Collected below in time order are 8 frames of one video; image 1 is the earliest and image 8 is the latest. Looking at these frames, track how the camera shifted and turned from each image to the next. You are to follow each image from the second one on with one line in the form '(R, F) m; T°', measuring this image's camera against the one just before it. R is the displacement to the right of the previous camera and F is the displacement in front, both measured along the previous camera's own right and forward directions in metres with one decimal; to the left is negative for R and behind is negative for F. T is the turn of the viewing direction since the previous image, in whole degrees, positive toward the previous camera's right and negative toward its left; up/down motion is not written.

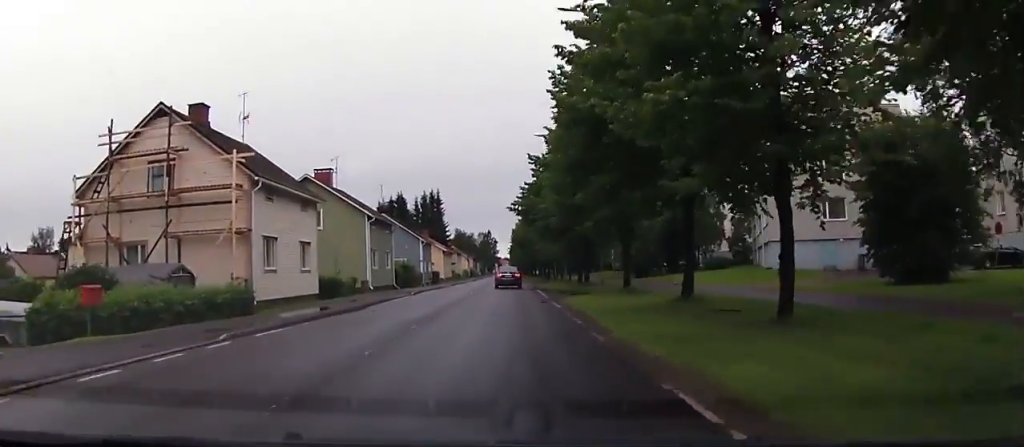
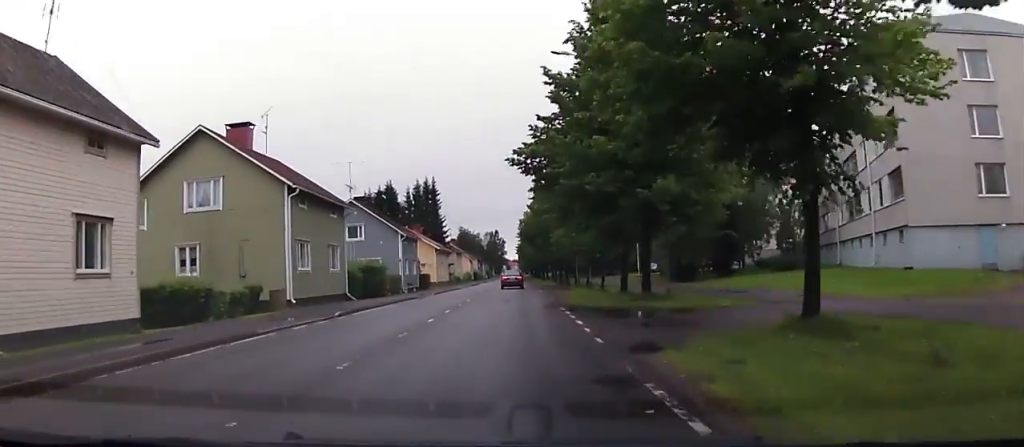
(+0.3, +16.3) m; -1°
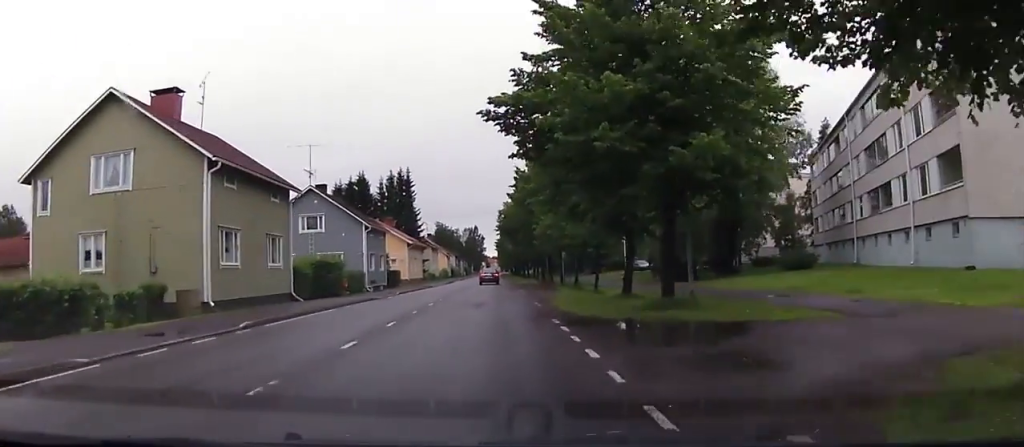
(-0.4, +7.0) m; 0°
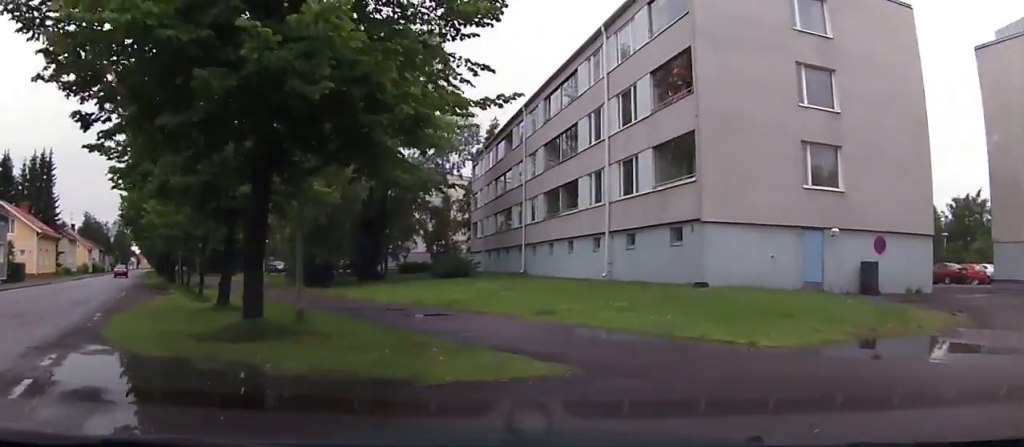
(+0.6, +9.9) m; +11°
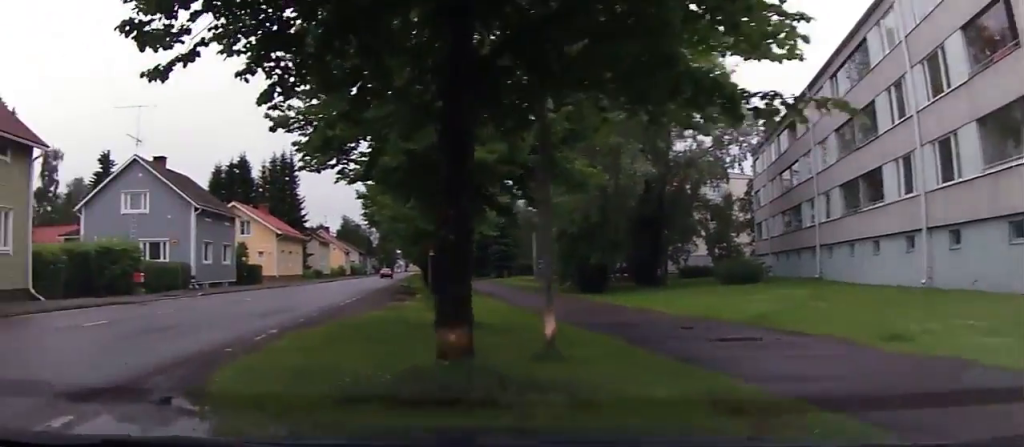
(+0.9, +5.2) m; -10°
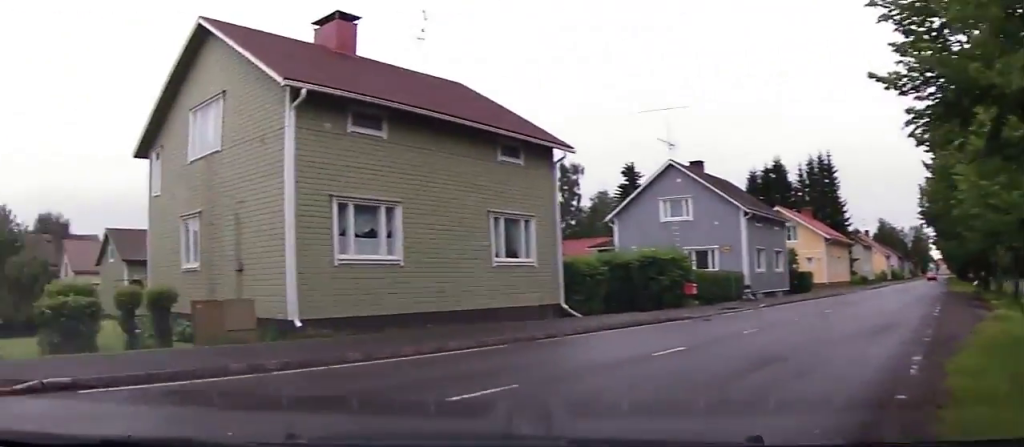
(-1.1, +2.8) m; -46°
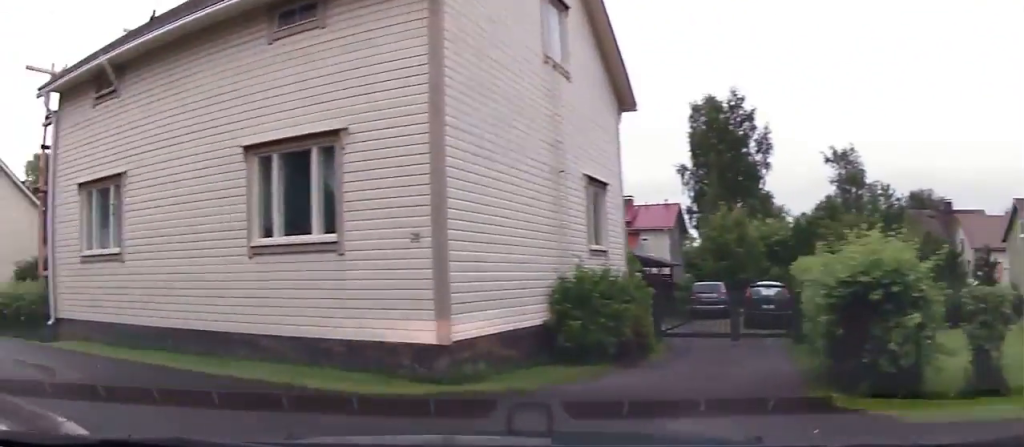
(-1.7, +1.8) m; -81°
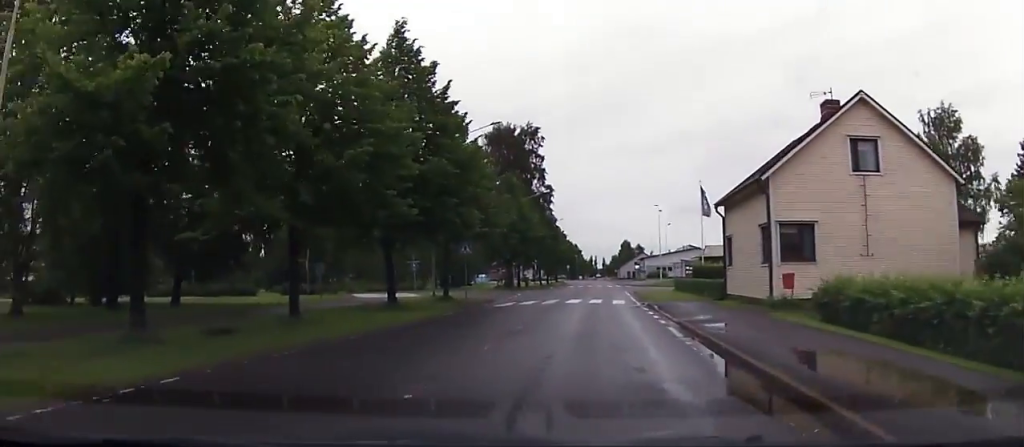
(-5.1, +5.0) m; -55°
